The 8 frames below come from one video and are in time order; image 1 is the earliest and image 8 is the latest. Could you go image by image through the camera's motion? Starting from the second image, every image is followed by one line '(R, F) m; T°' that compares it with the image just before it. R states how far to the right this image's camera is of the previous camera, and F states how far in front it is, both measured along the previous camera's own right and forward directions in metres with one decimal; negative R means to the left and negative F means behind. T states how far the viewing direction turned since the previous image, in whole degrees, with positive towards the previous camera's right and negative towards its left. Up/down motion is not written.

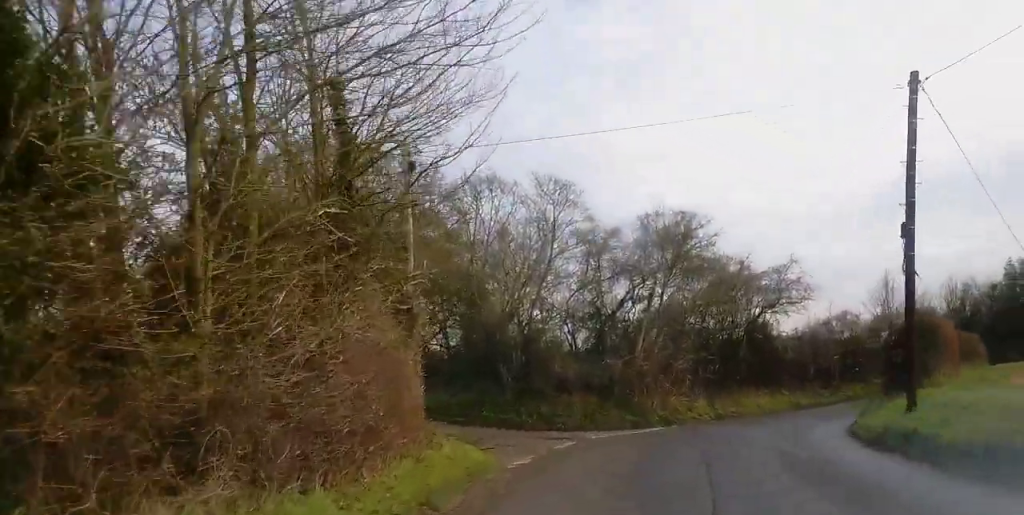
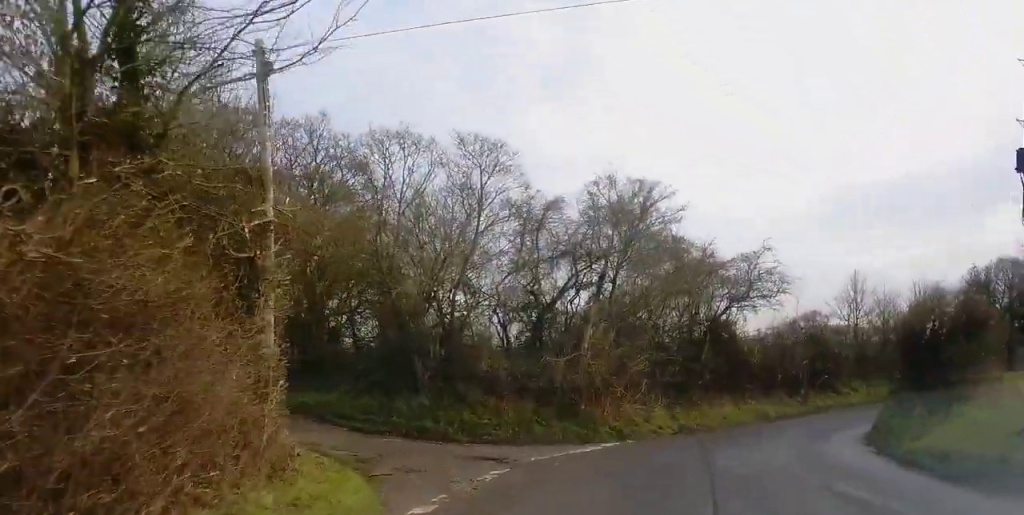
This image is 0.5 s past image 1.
(+0.6, +5.4) m; +9°
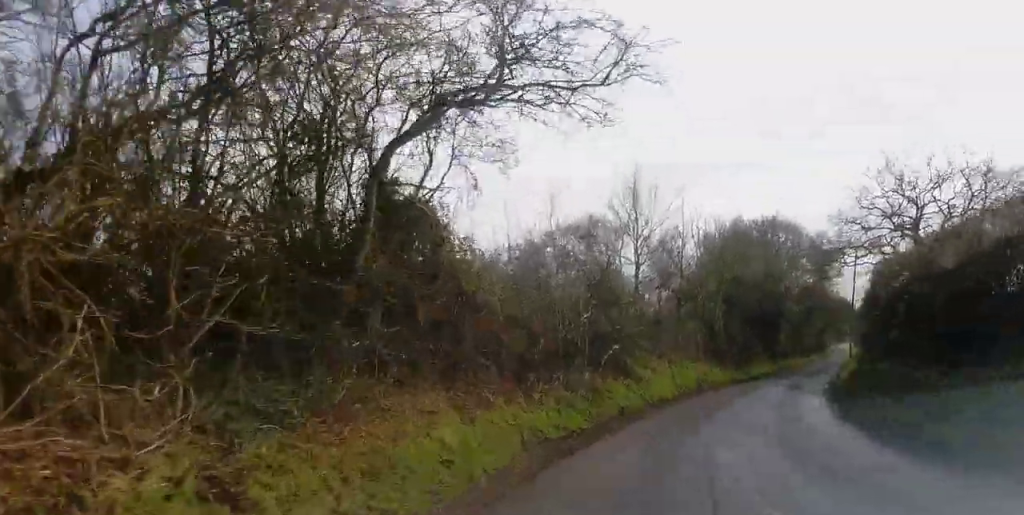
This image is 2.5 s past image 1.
(+3.5, +20.2) m; +16°
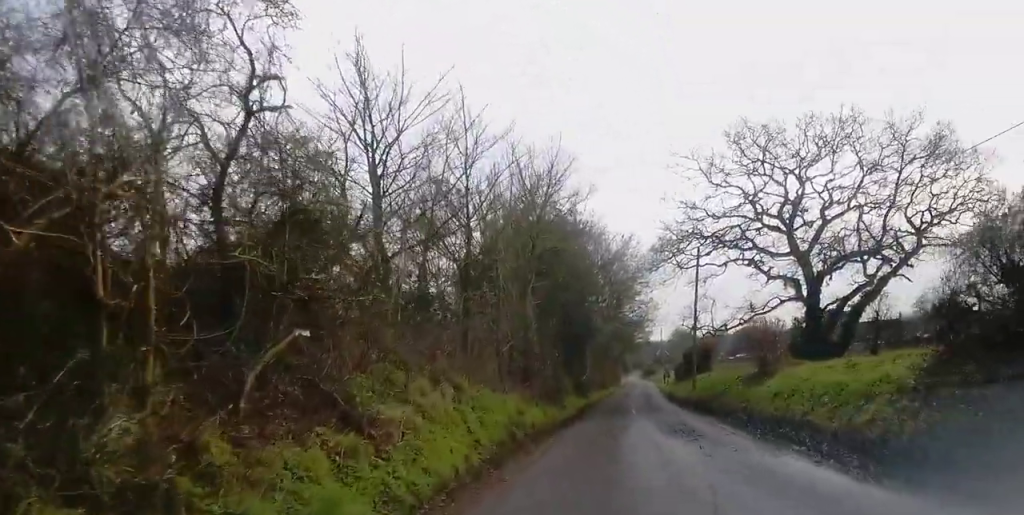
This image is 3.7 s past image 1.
(+1.2, +13.7) m; +15°
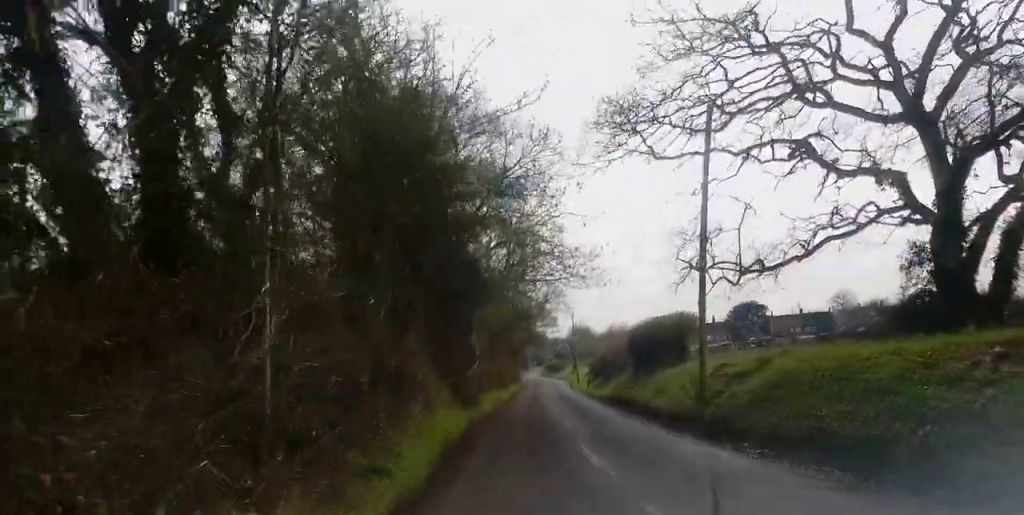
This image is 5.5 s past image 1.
(+2.2, +21.6) m; +6°
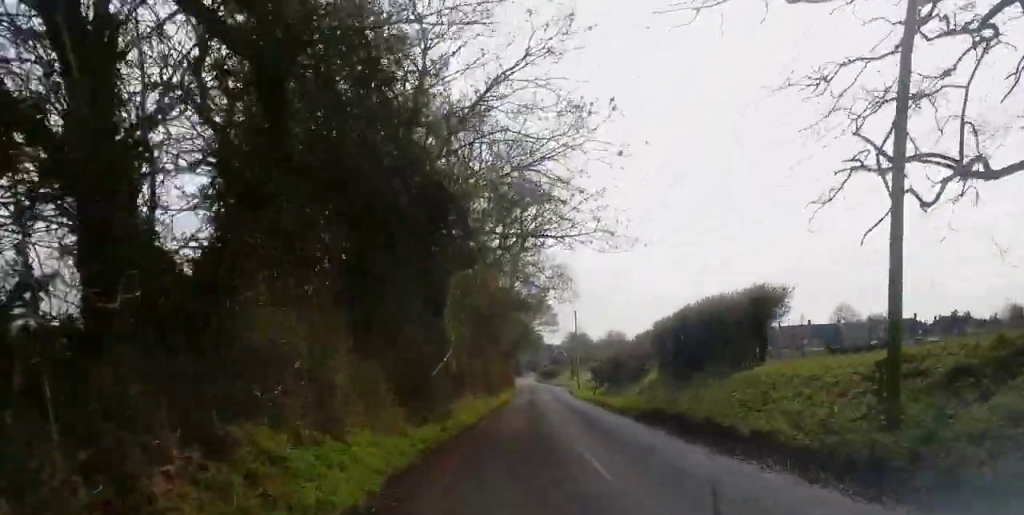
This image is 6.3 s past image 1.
(+0.1, +9.9) m; +1°
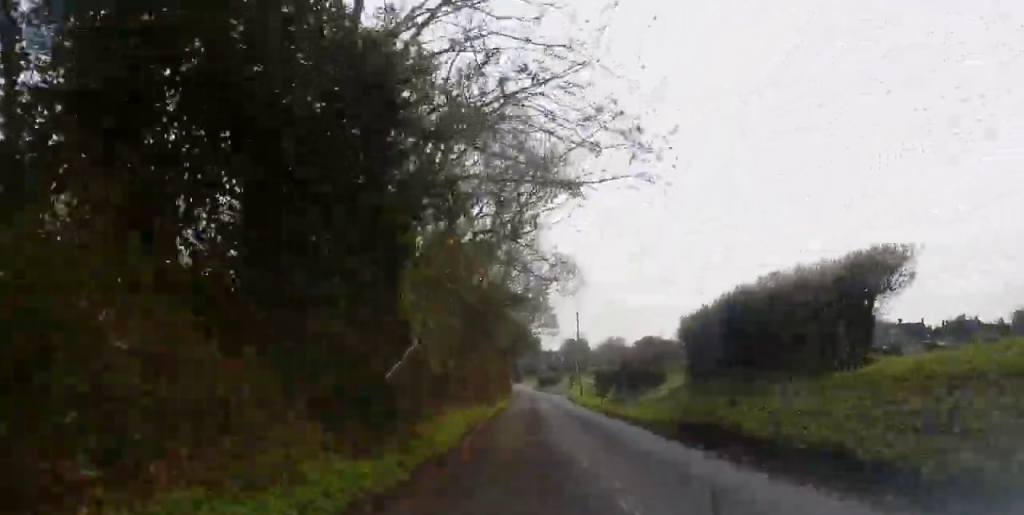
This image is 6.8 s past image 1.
(+0.1, +6.4) m; +1°
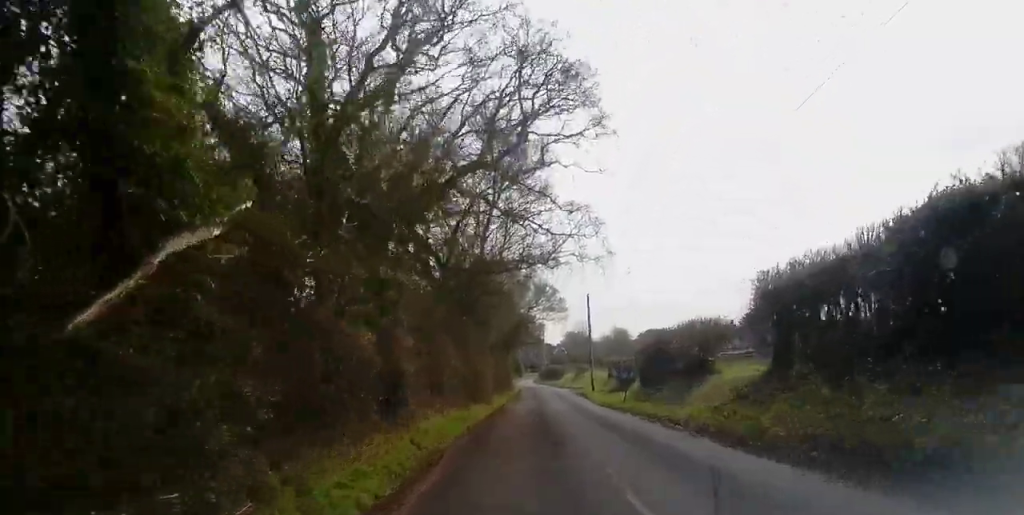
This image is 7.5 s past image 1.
(0.0, +9.1) m; -1°
